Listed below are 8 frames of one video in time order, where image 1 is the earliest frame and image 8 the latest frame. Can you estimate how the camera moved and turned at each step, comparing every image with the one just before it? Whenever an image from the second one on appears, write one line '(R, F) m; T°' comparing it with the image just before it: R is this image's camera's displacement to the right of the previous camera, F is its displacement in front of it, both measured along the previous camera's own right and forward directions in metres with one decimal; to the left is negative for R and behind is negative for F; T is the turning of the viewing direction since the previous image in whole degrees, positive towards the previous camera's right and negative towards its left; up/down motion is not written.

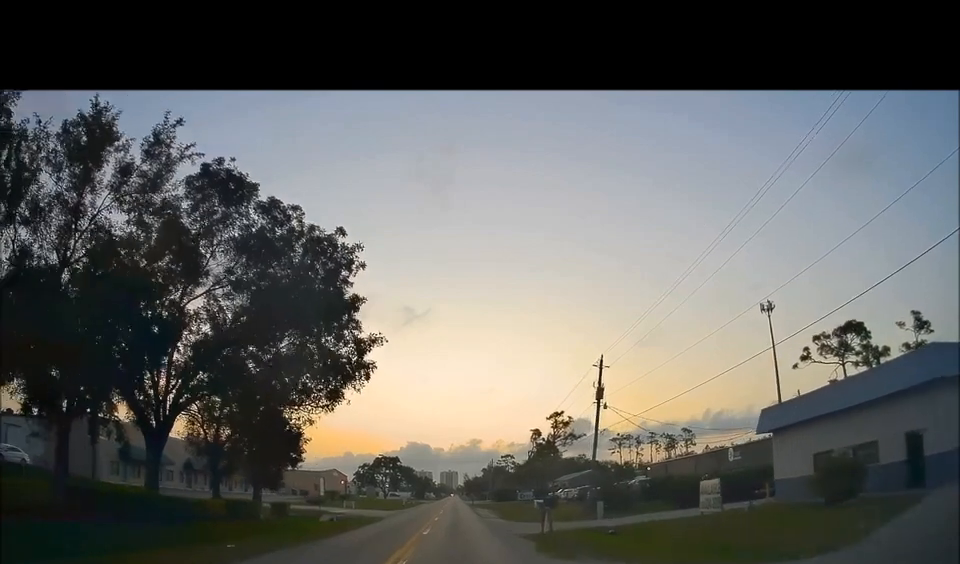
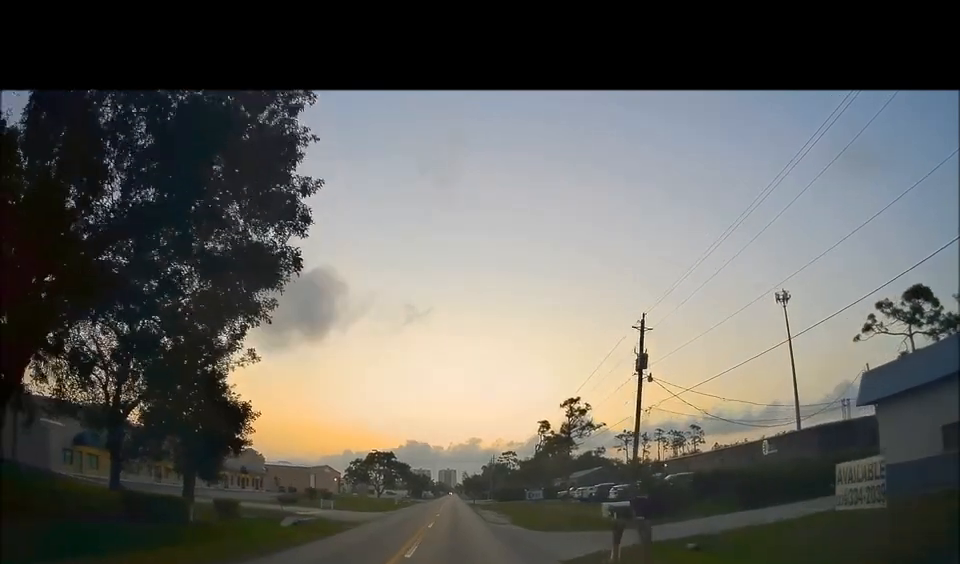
(0.0, +8.5) m; 0°
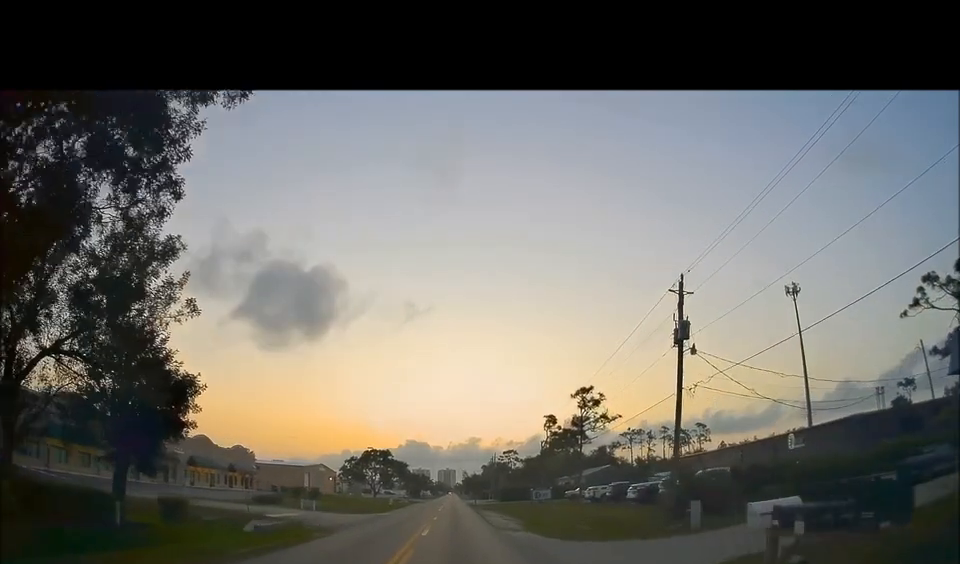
(0.0, +5.5) m; 0°
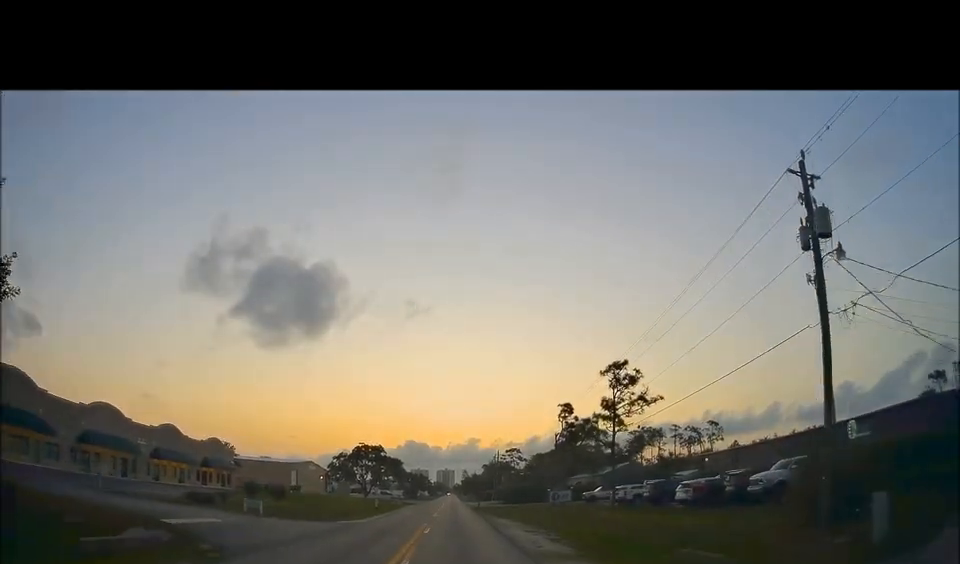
(0.0, +10.0) m; 0°
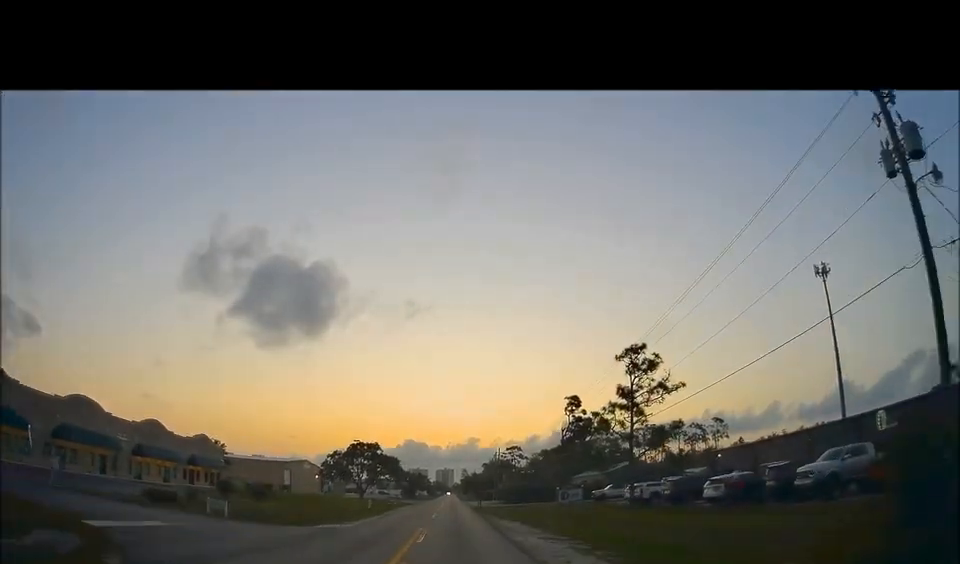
(0.0, +4.2) m; 0°
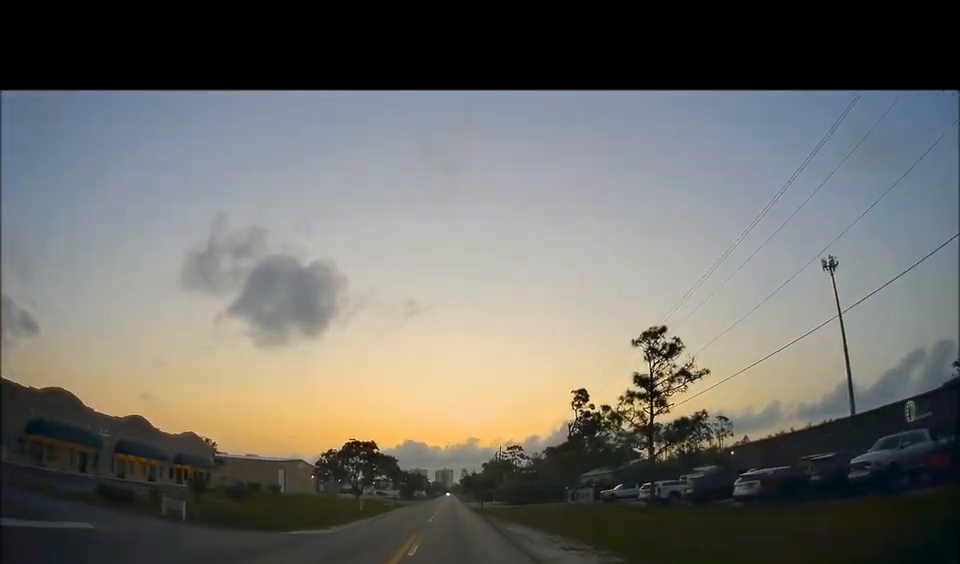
(0.0, +3.8) m; -1°
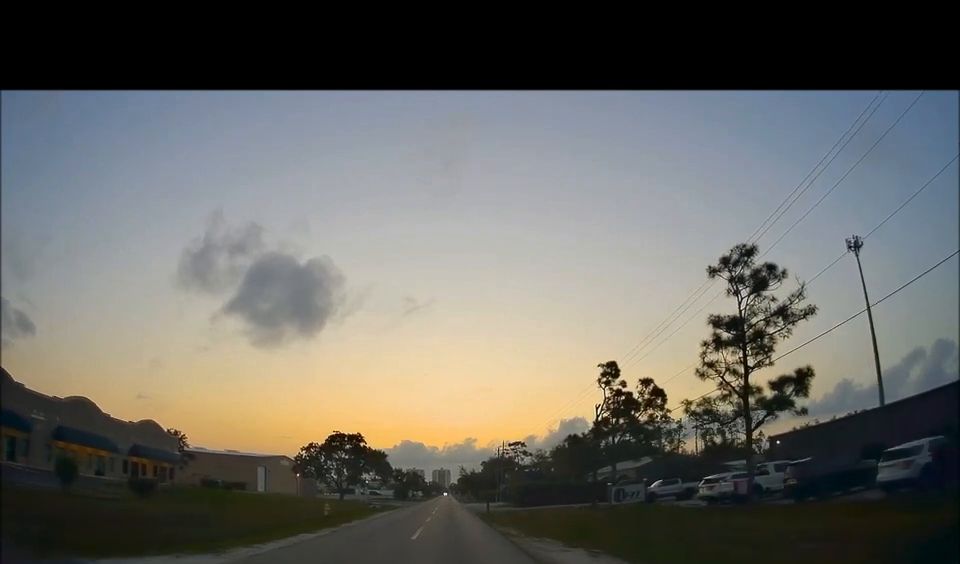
(-0.6, +11.1) m; -2°
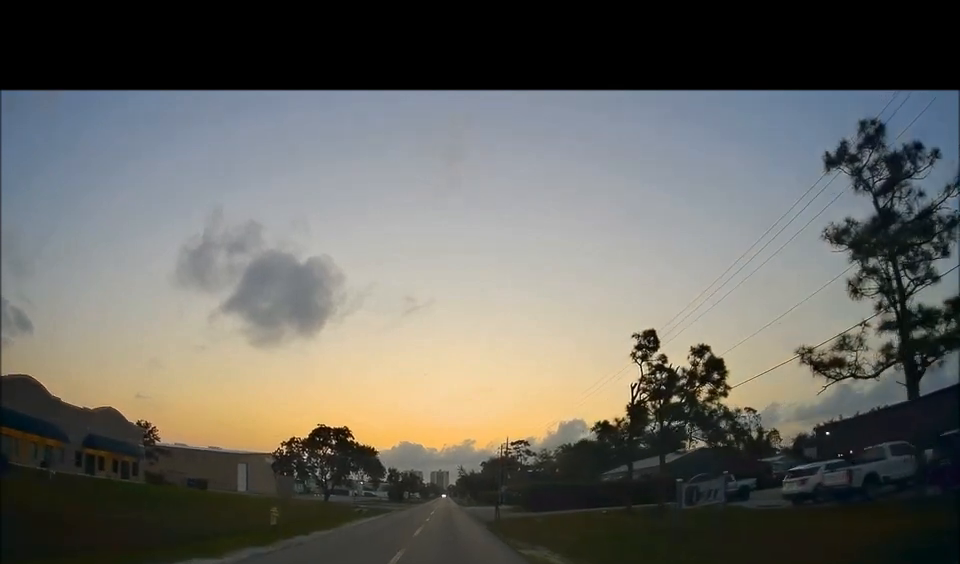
(+0.4, +9.1) m; +4°
